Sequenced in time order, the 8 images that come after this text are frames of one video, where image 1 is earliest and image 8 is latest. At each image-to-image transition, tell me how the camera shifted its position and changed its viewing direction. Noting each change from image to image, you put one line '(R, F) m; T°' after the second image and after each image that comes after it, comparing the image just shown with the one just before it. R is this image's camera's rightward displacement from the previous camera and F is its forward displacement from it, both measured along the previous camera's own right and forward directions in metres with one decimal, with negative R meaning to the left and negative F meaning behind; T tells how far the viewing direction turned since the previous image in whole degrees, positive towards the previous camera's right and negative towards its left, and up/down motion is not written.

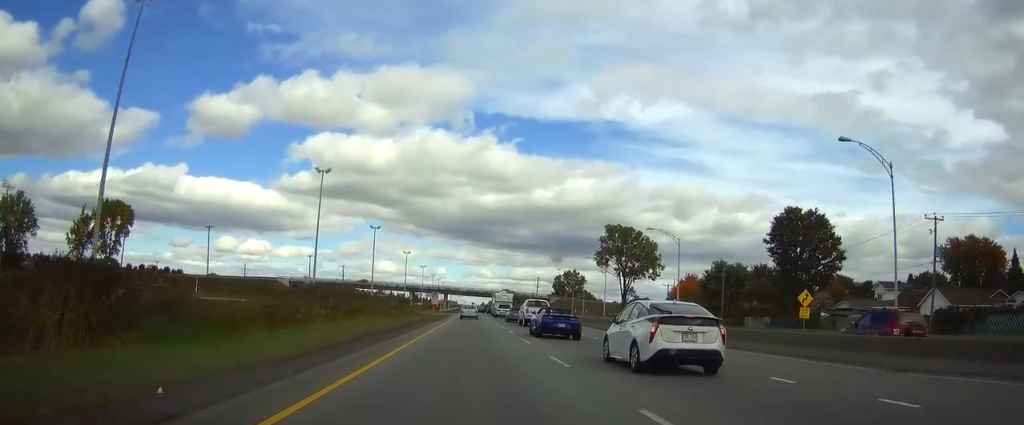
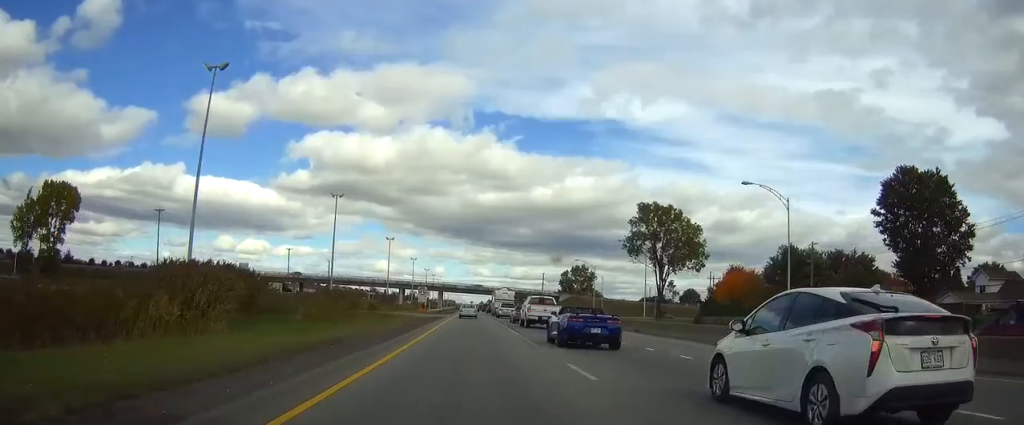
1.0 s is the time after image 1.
(0.0, +29.9) m; 0°
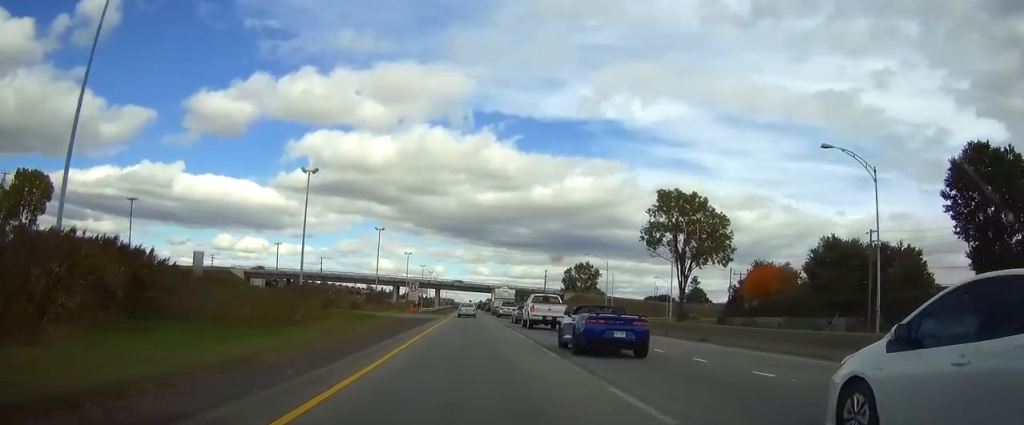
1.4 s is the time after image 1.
(0.0, +13.2) m; 0°
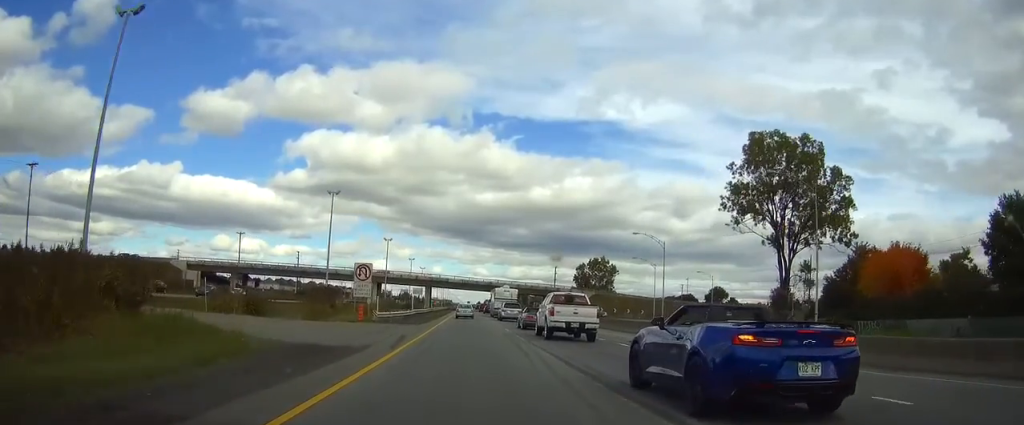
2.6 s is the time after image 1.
(0.0, +37.4) m; 0°
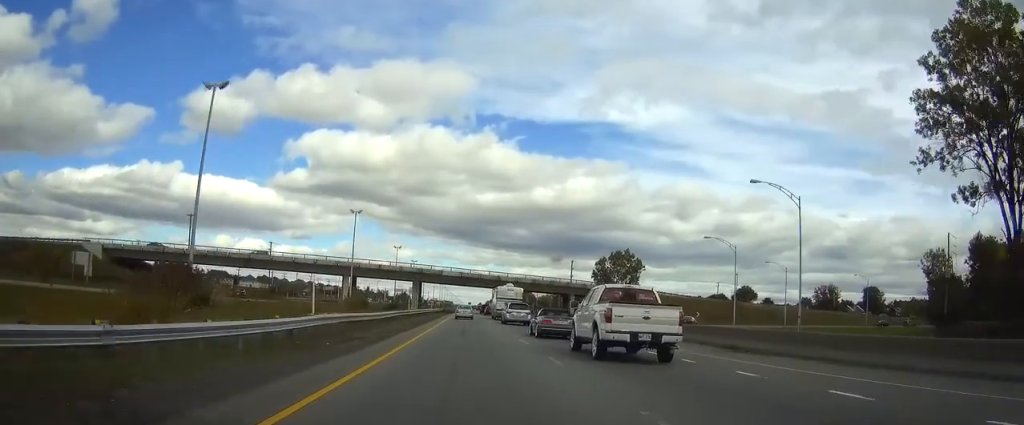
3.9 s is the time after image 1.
(+0.1, +37.2) m; 0°
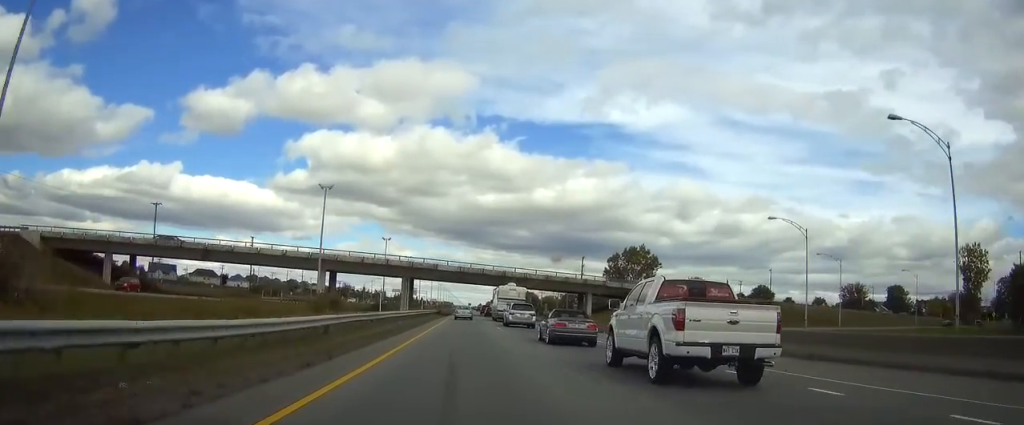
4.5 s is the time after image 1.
(0.0, +19.1) m; 0°
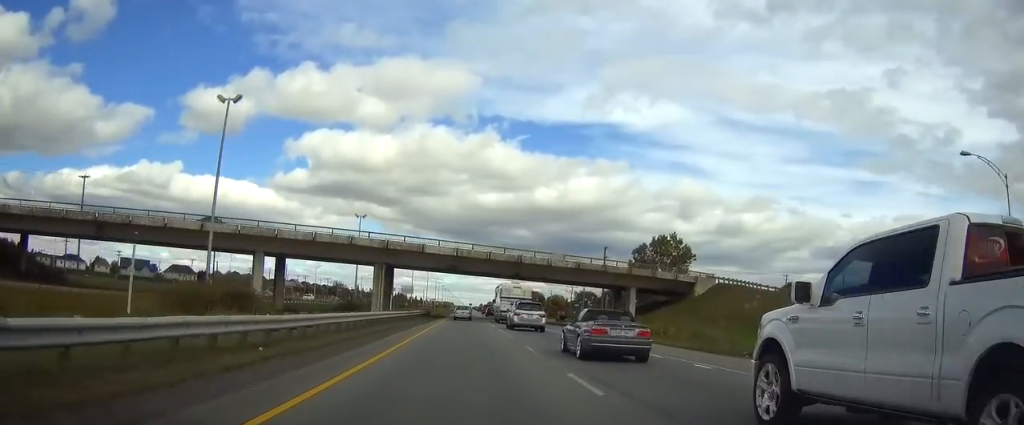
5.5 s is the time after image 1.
(0.0, +30.1) m; 0°
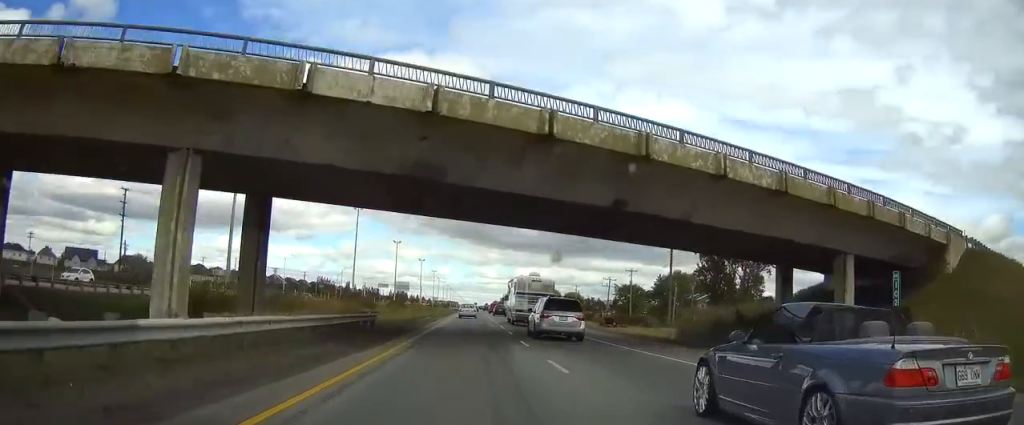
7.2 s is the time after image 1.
(-0.1, +50.4) m; 0°
